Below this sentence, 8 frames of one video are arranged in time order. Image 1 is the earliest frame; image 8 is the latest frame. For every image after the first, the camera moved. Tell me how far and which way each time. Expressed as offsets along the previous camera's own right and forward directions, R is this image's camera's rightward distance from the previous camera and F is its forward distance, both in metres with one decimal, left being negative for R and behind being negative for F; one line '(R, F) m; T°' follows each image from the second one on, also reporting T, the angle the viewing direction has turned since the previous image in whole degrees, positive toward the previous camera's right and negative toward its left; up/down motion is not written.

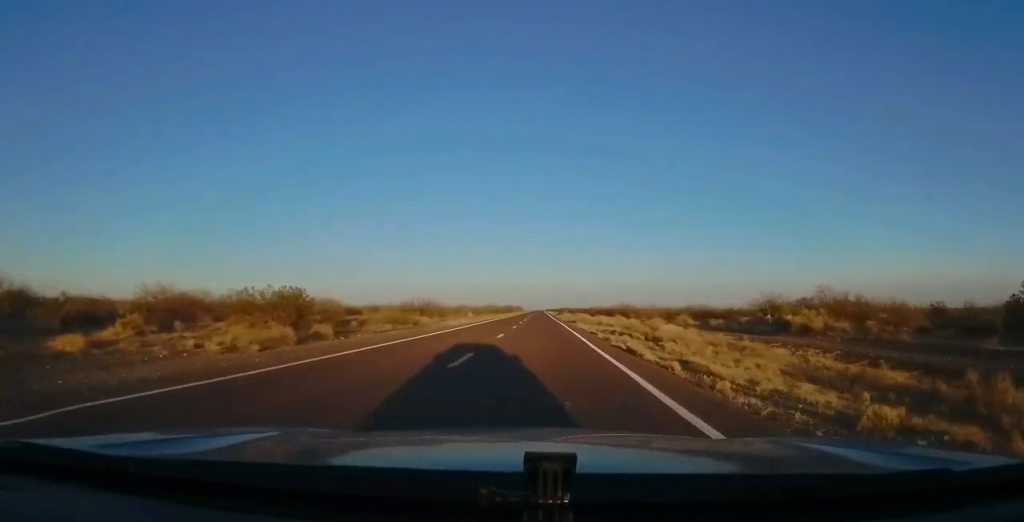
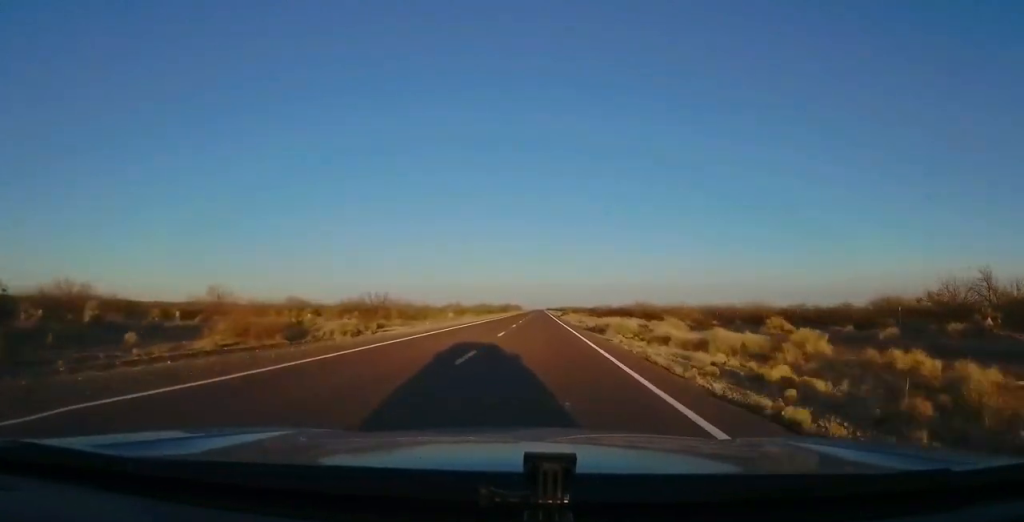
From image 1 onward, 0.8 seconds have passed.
(+0.3, +23.5) m; +1°
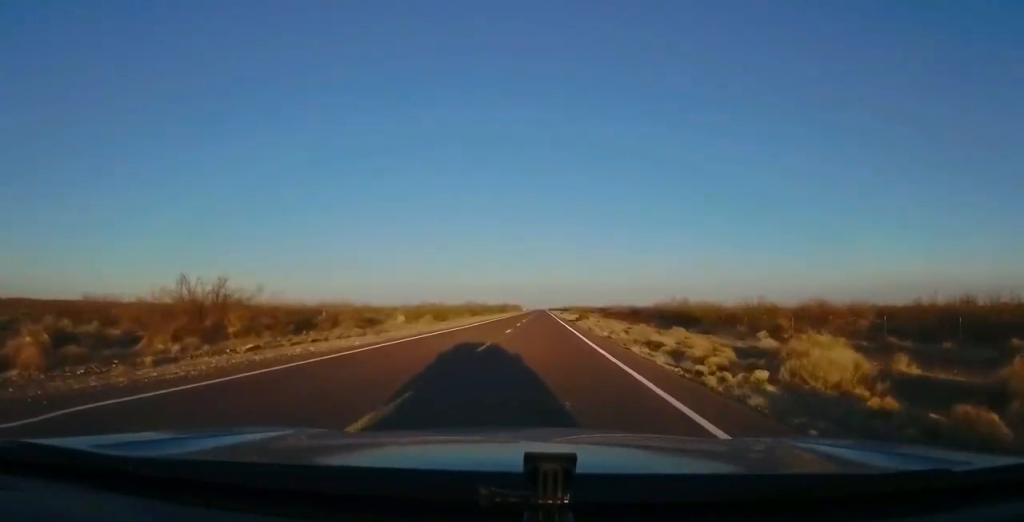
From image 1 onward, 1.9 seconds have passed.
(+0.2, +32.3) m; 0°
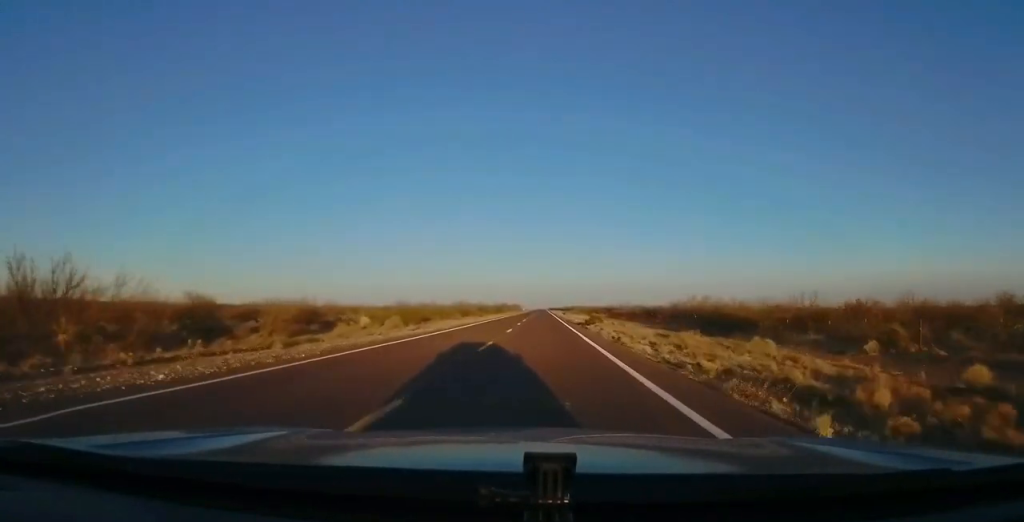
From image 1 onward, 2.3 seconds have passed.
(0.0, +11.7) m; 0°
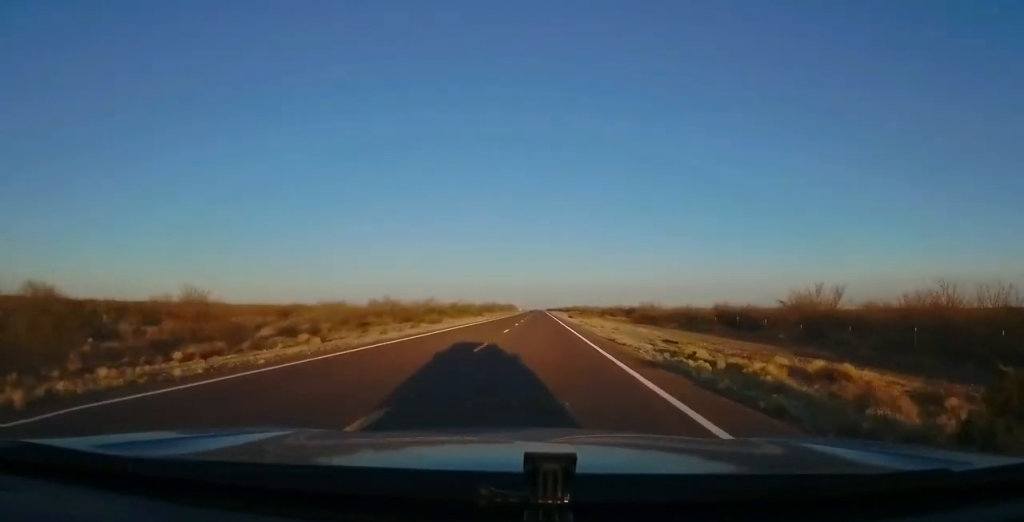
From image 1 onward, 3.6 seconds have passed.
(0.0, +37.2) m; 0°
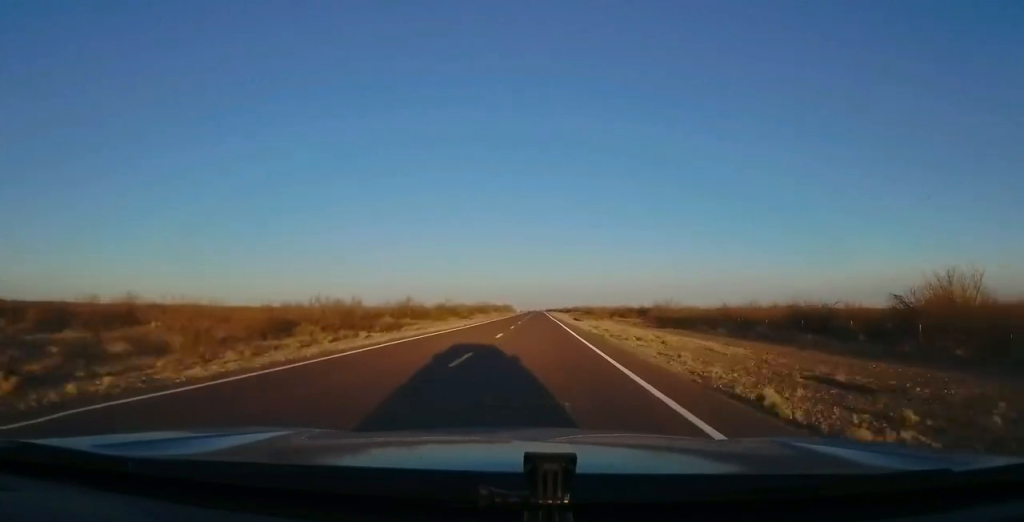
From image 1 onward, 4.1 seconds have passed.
(0.0, +15.6) m; 0°
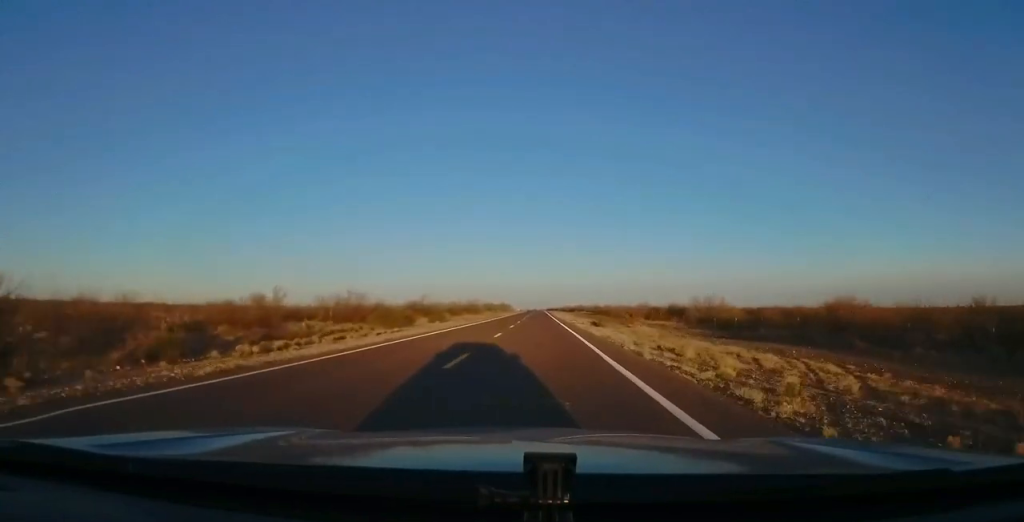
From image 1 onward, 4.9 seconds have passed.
(0.0, +24.4) m; 0°
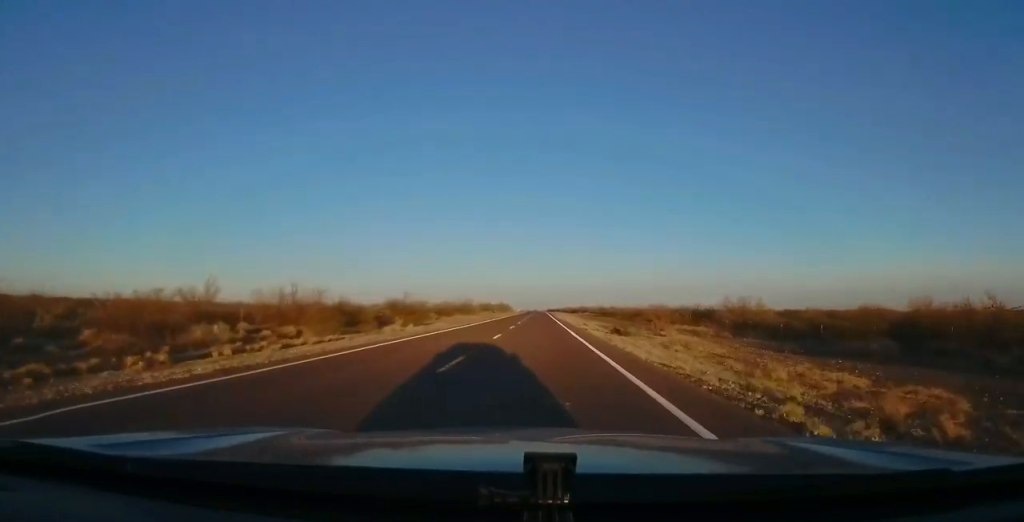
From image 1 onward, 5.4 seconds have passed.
(0.0, +12.7) m; 0°
